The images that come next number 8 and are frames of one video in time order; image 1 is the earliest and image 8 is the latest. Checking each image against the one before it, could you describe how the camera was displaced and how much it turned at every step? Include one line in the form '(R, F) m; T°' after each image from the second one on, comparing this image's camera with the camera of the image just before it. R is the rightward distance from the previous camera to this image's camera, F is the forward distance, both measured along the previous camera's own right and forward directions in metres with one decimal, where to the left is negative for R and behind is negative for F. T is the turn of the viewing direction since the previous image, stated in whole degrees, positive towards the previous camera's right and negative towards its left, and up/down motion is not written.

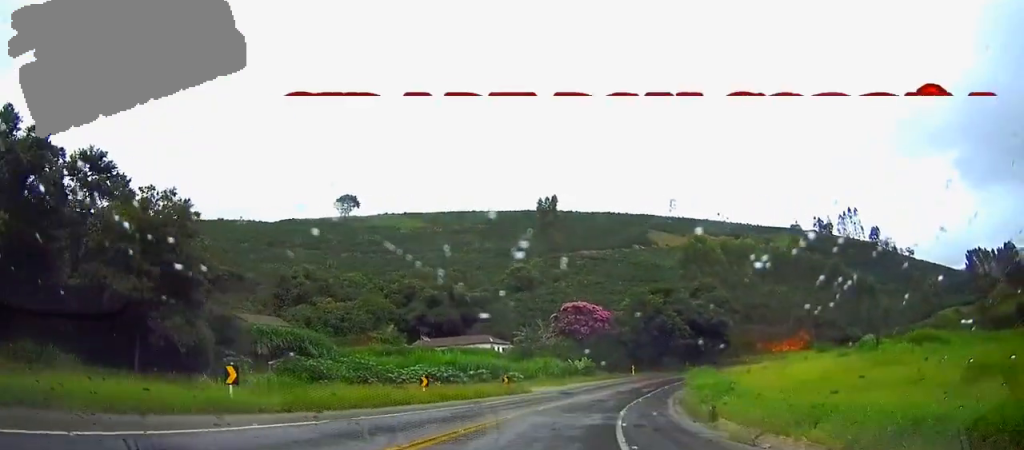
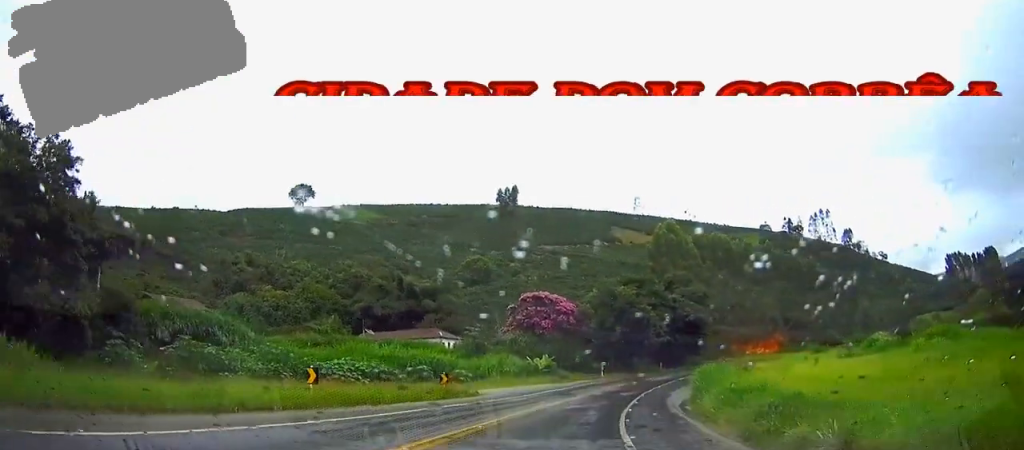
(+0.5, +12.5) m; +3°
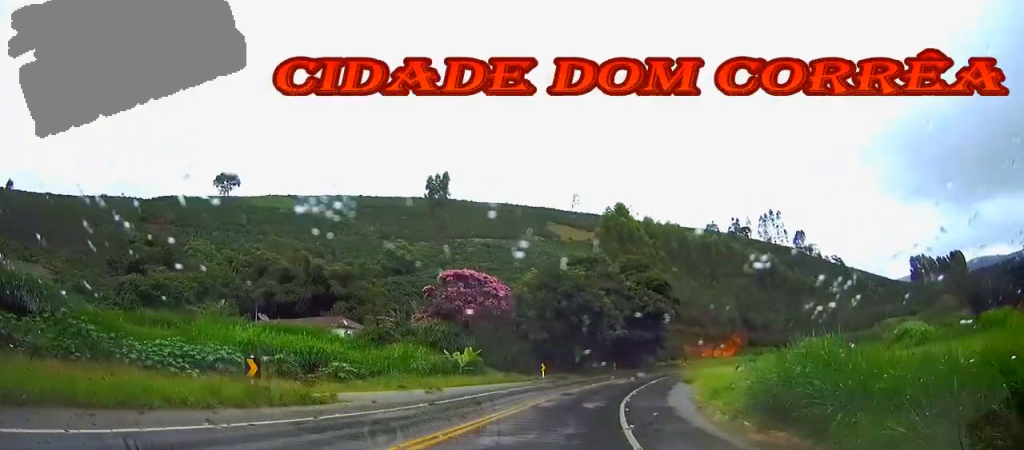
(+0.8, +19.1) m; +6°
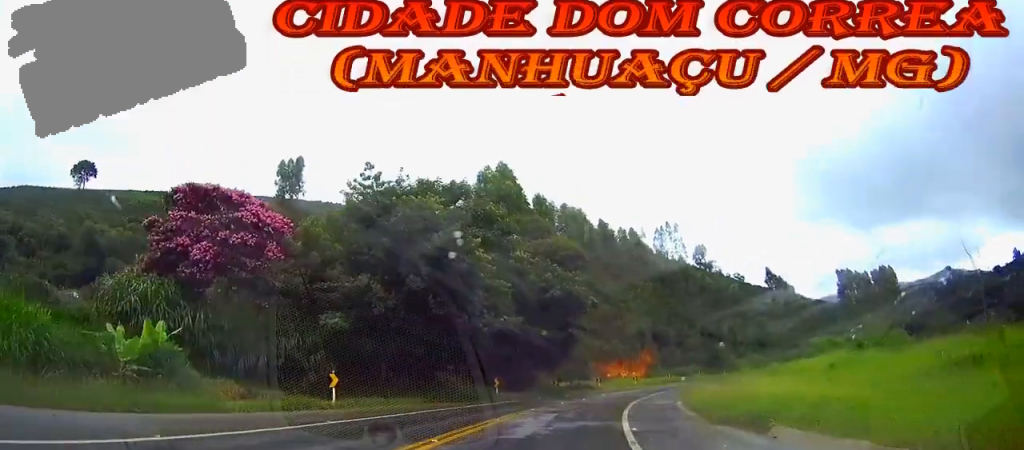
(+4.0, +35.7) m; +10°
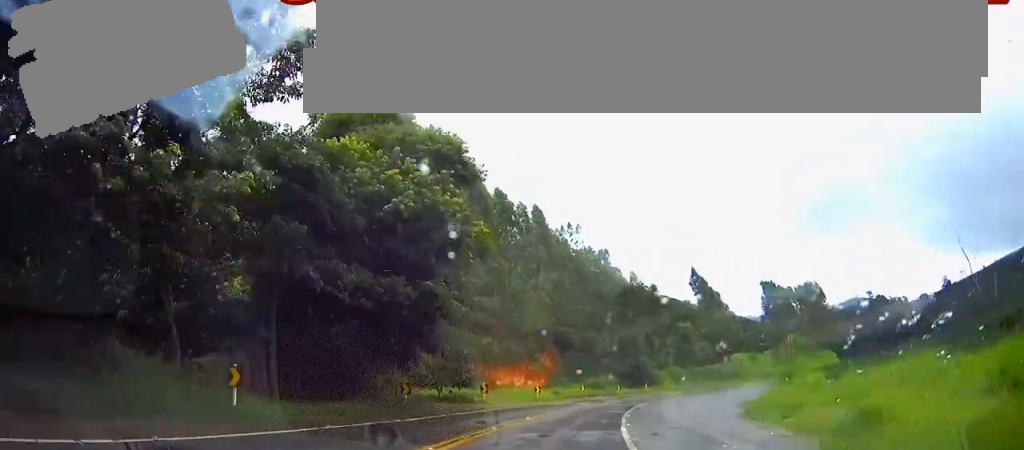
(+1.4, +28.2) m; +8°
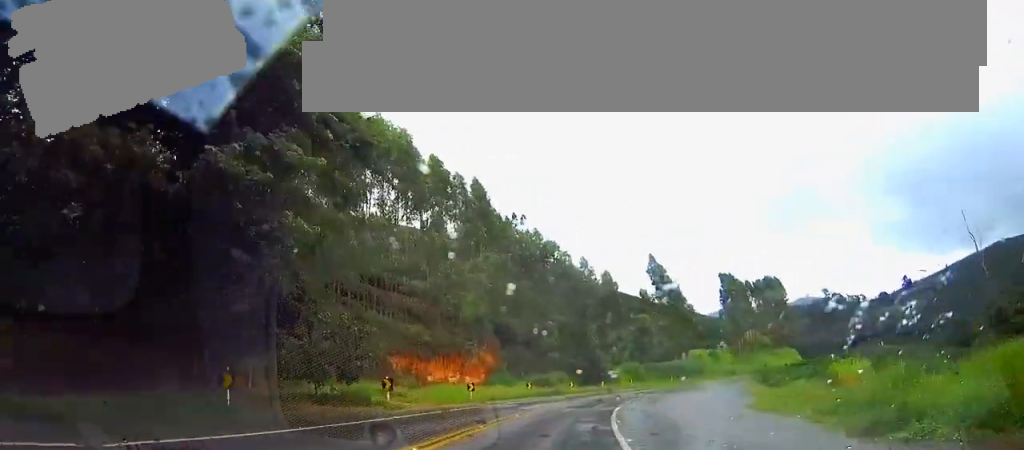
(+1.2, +14.9) m; +5°
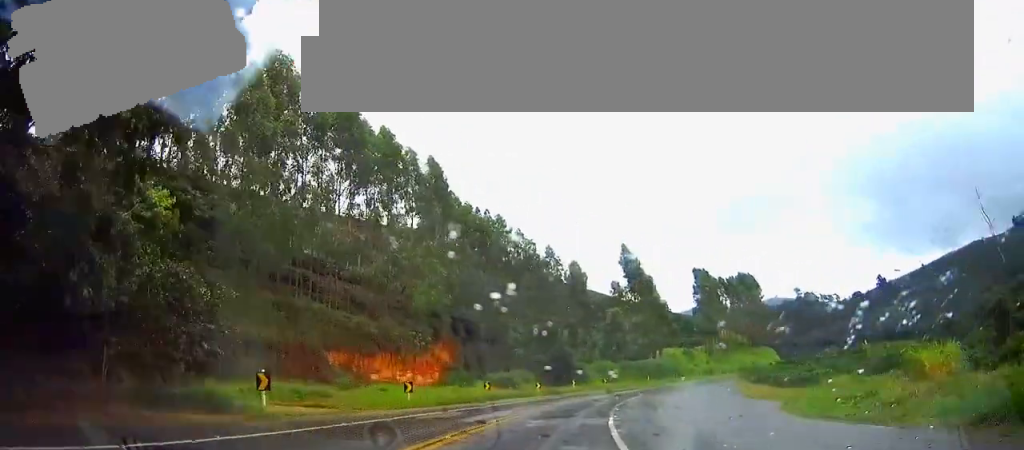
(0.0, +11.2) m; +6°
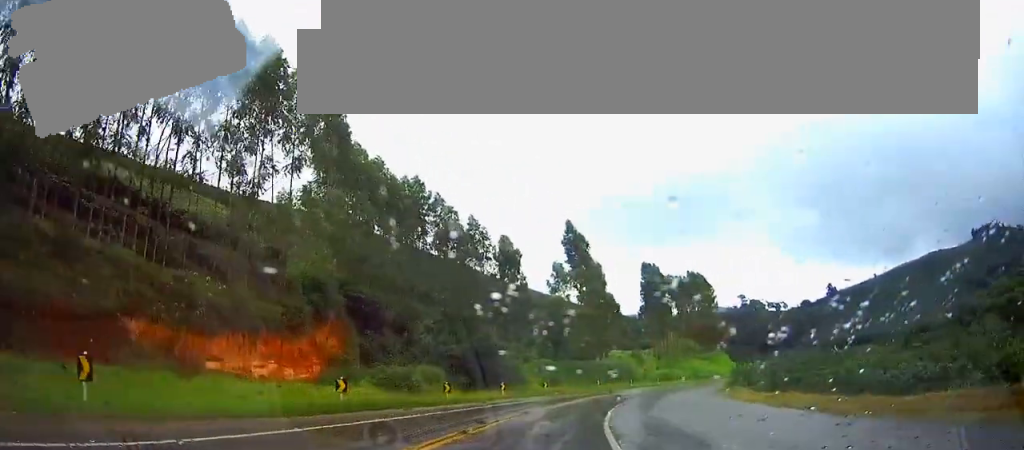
(+2.7, +23.5) m; +12°
